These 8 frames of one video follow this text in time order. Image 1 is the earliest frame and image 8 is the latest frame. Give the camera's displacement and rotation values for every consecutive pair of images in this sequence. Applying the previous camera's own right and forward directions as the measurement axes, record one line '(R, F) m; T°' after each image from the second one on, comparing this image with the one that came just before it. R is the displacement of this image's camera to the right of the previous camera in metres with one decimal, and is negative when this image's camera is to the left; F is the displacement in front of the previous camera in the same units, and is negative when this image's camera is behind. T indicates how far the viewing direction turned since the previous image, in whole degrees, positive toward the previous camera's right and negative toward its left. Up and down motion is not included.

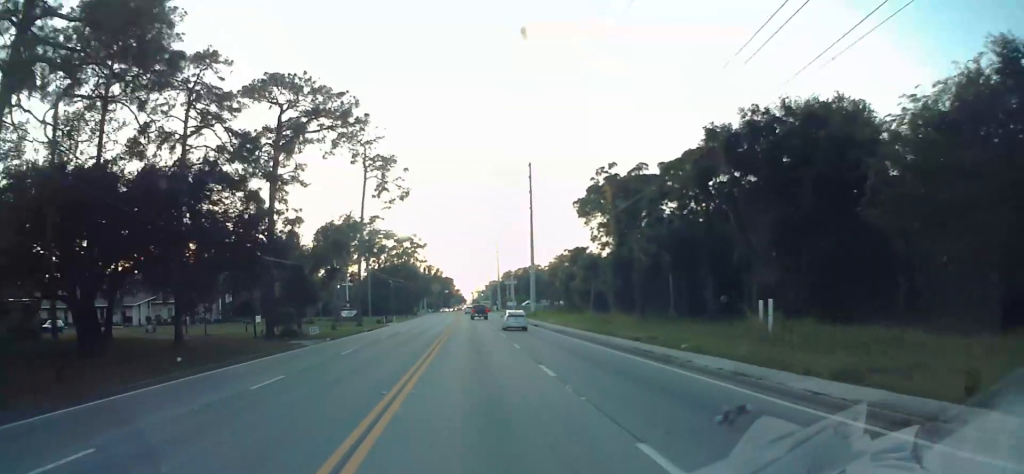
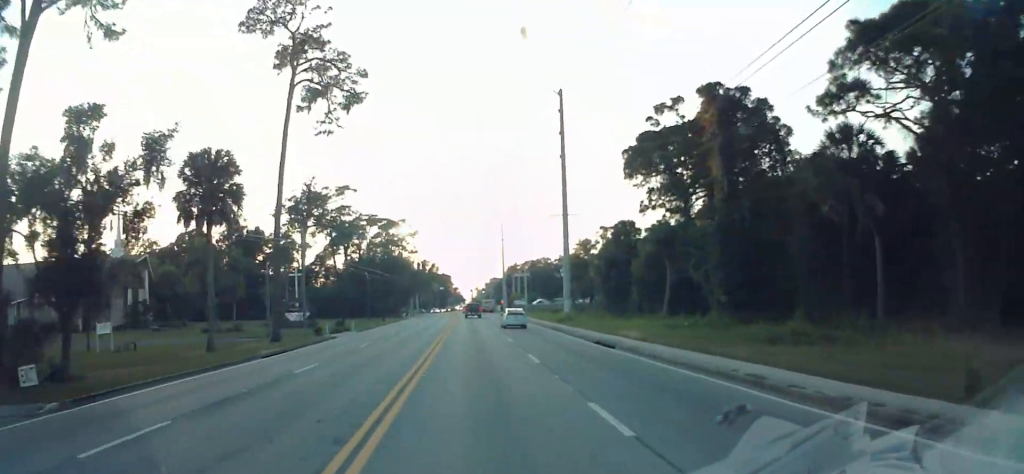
(0.0, +32.8) m; 0°
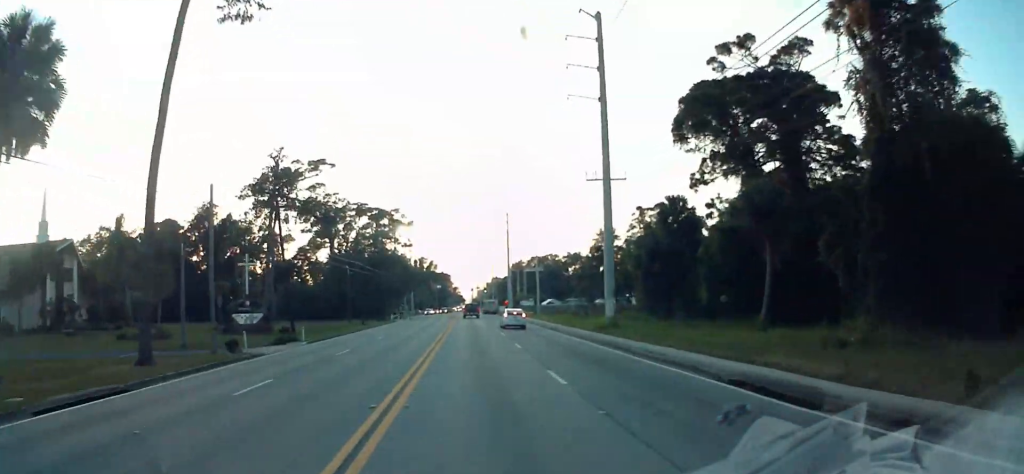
(0.0, +18.1) m; 0°
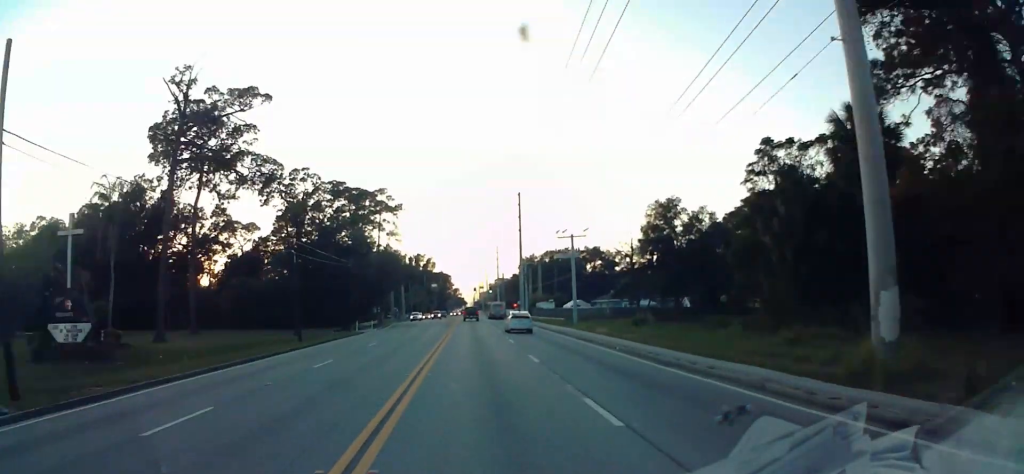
(0.0, +29.3) m; 0°
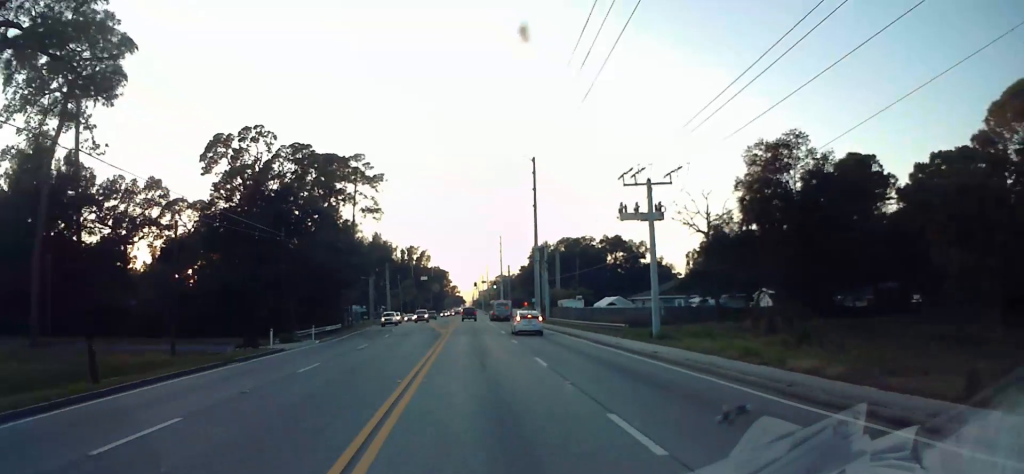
(0.0, +26.6) m; 0°
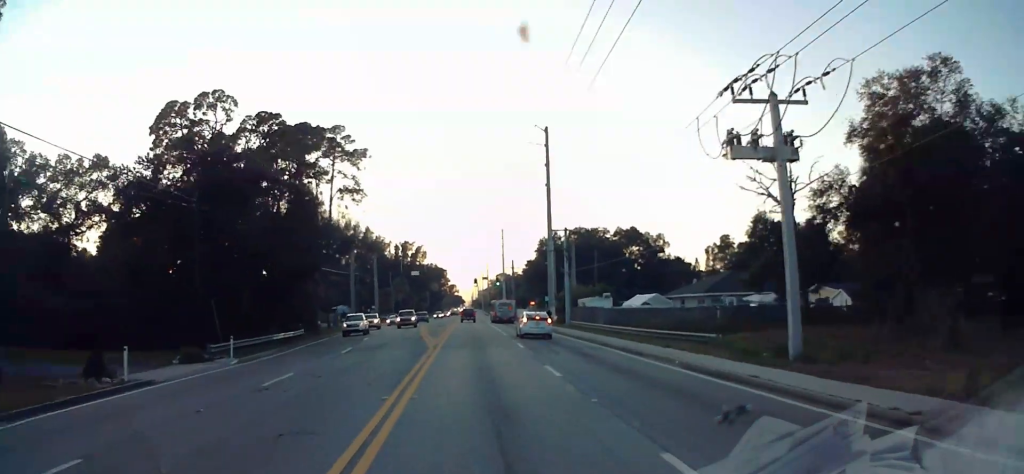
(0.0, +15.4) m; 0°
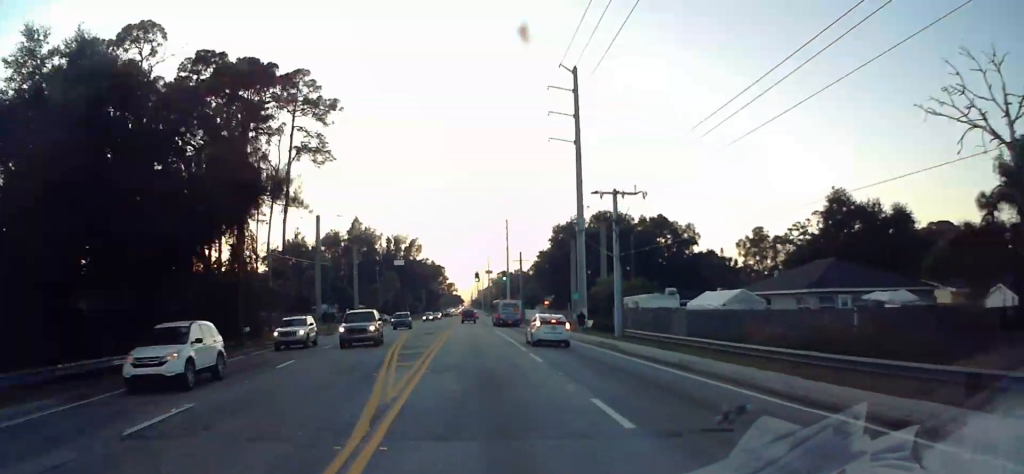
(0.0, +19.6) m; 0°
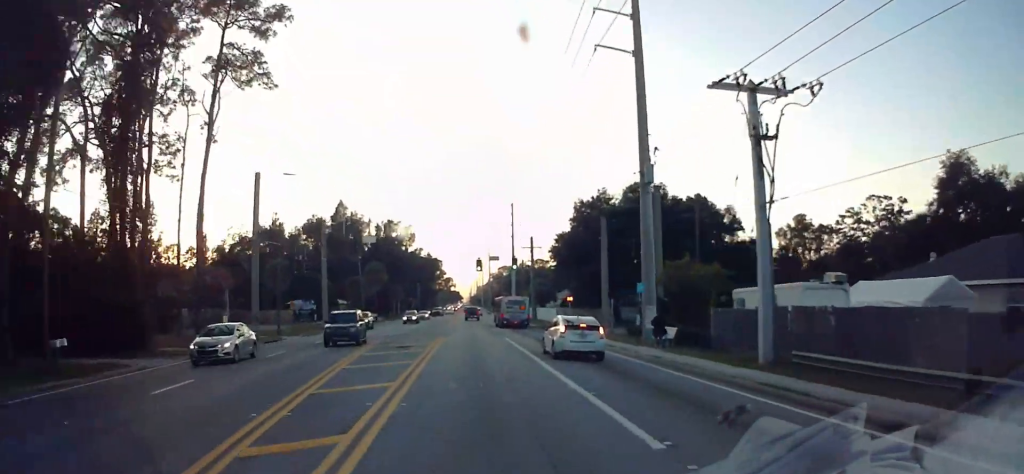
(0.0, +19.6) m; 0°
